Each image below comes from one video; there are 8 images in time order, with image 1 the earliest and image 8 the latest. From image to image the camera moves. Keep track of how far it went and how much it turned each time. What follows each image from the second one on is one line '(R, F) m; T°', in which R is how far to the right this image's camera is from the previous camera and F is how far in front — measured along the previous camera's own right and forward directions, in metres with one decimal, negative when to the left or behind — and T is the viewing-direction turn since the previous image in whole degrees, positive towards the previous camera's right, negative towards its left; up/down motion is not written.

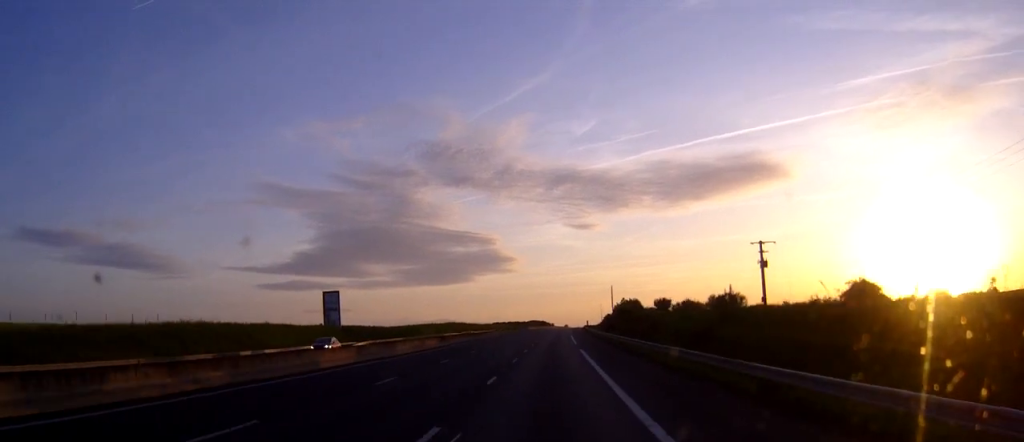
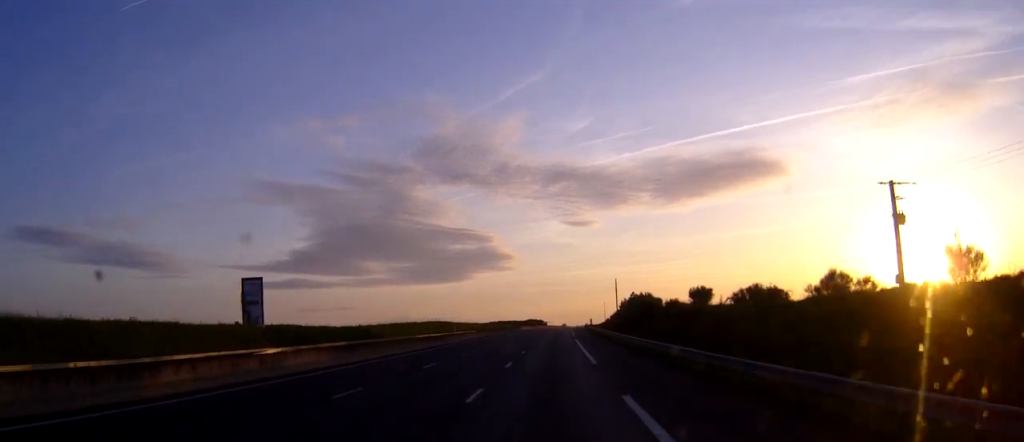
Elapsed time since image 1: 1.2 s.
(+0.1, +31.2) m; 0°
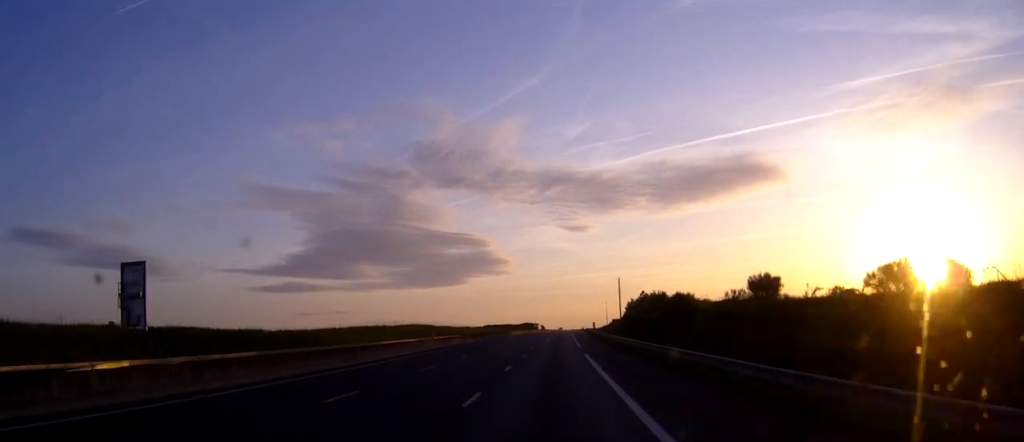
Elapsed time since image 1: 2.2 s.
(+0.1, +26.6) m; 0°
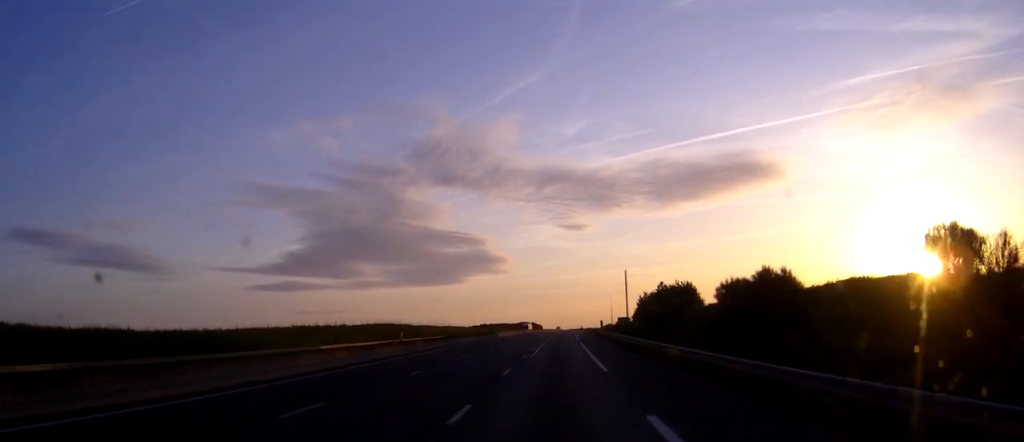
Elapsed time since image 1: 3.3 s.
(0.0, +29.1) m; 0°
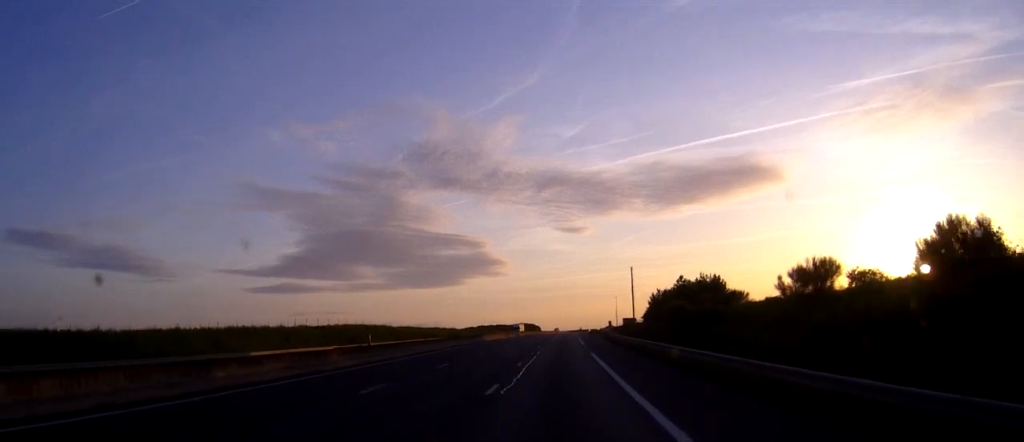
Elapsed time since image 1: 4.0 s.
(+0.1, +20.2) m; 0°
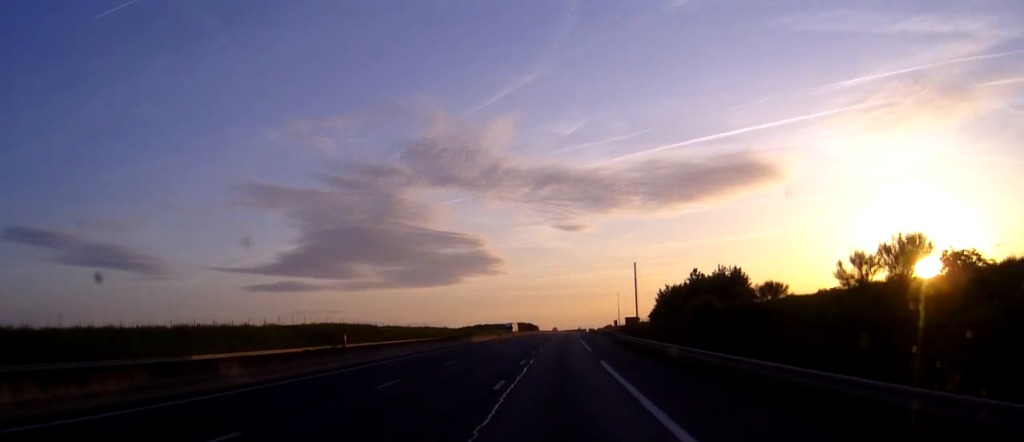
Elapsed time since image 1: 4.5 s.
(0.0, +11.4) m; 0°
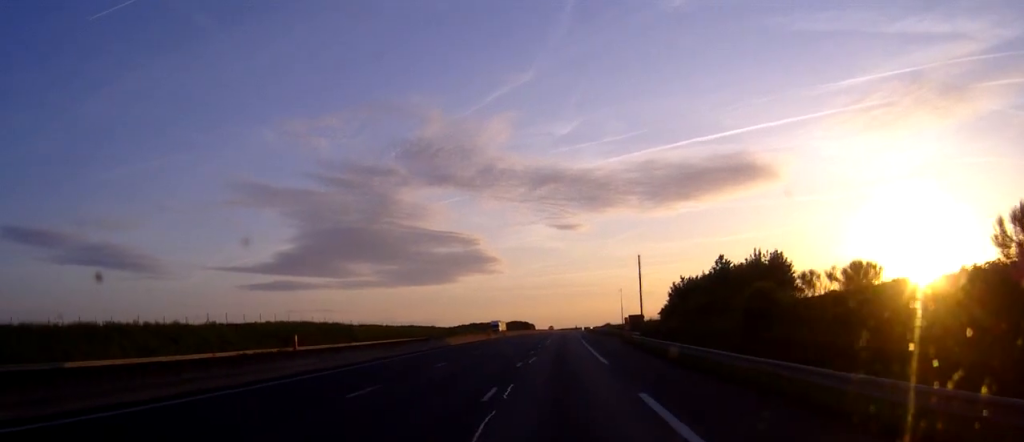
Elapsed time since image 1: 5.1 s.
(0.0, +16.6) m; 0°
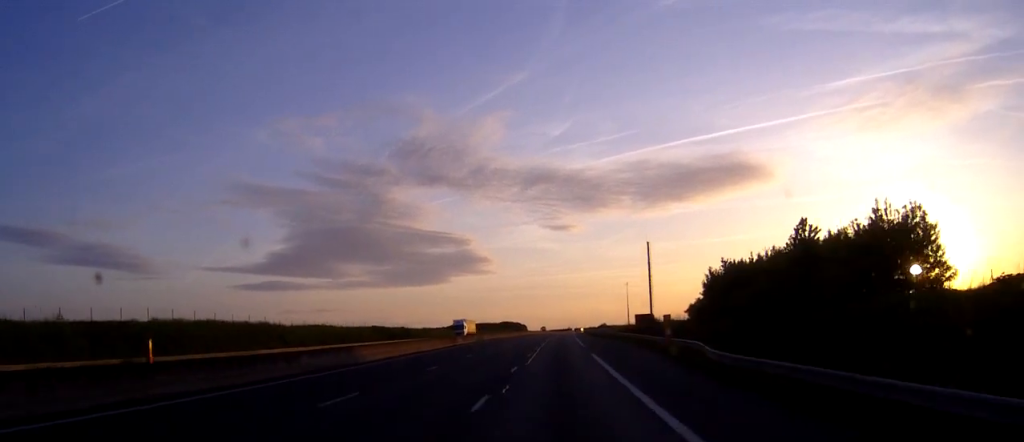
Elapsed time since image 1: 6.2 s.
(+0.2, +27.8) m; 0°
